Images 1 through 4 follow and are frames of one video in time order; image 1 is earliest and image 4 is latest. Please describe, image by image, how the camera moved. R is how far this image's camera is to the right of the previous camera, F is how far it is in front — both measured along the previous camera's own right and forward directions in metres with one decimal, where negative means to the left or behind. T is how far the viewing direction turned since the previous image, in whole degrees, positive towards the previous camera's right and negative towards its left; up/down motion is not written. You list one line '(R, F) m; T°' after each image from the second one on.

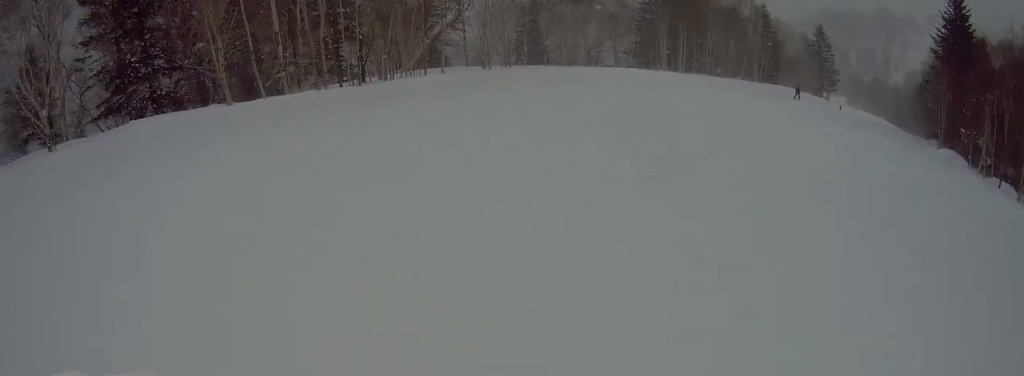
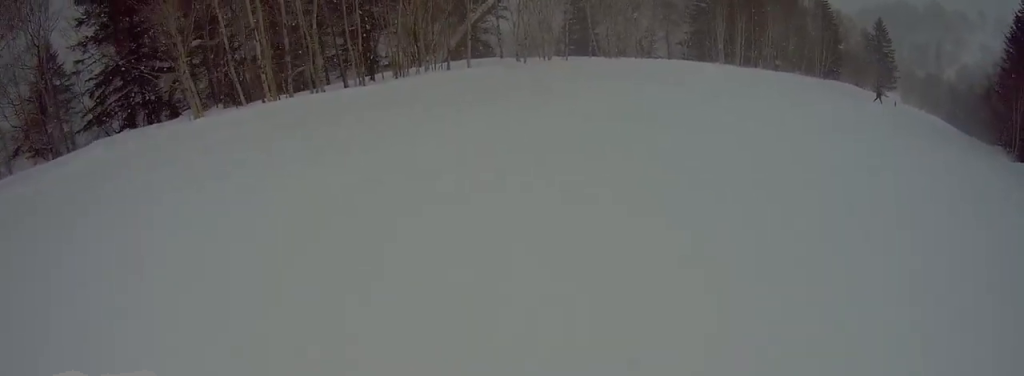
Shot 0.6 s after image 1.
(+0.3, +4.7) m; +7°
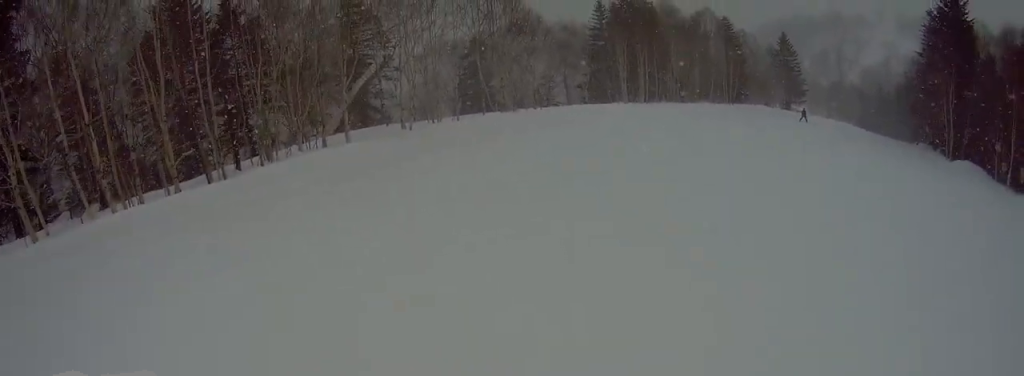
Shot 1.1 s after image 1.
(-0.1, +3.8) m; +6°
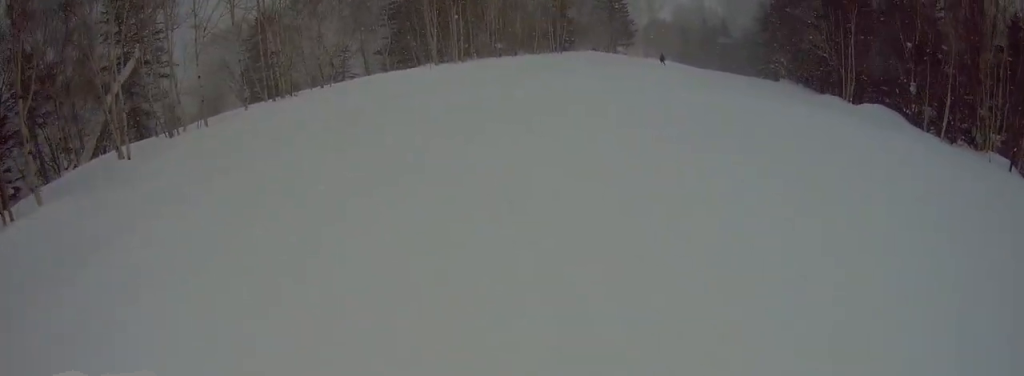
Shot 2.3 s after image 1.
(+1.4, +9.2) m; +12°
